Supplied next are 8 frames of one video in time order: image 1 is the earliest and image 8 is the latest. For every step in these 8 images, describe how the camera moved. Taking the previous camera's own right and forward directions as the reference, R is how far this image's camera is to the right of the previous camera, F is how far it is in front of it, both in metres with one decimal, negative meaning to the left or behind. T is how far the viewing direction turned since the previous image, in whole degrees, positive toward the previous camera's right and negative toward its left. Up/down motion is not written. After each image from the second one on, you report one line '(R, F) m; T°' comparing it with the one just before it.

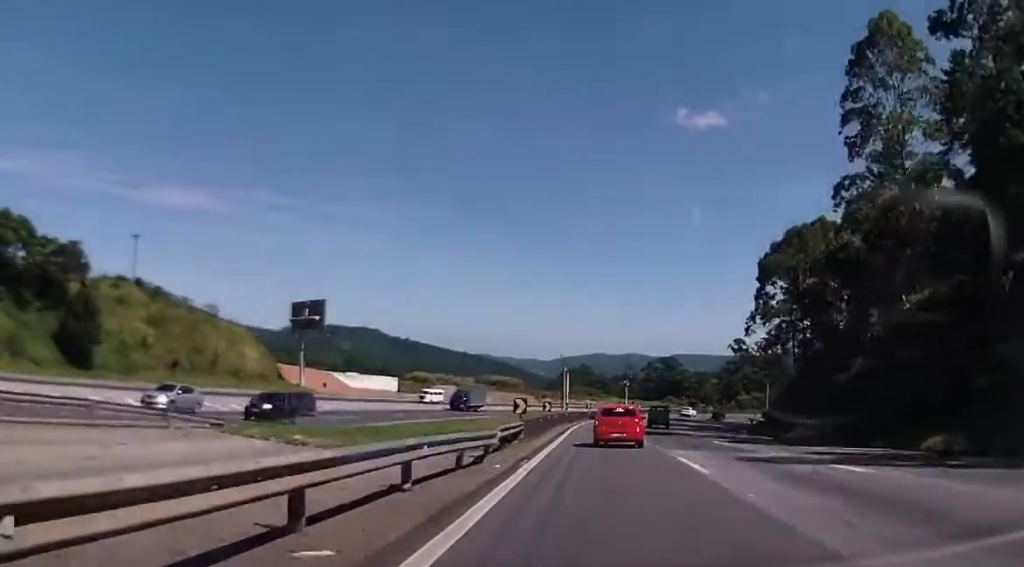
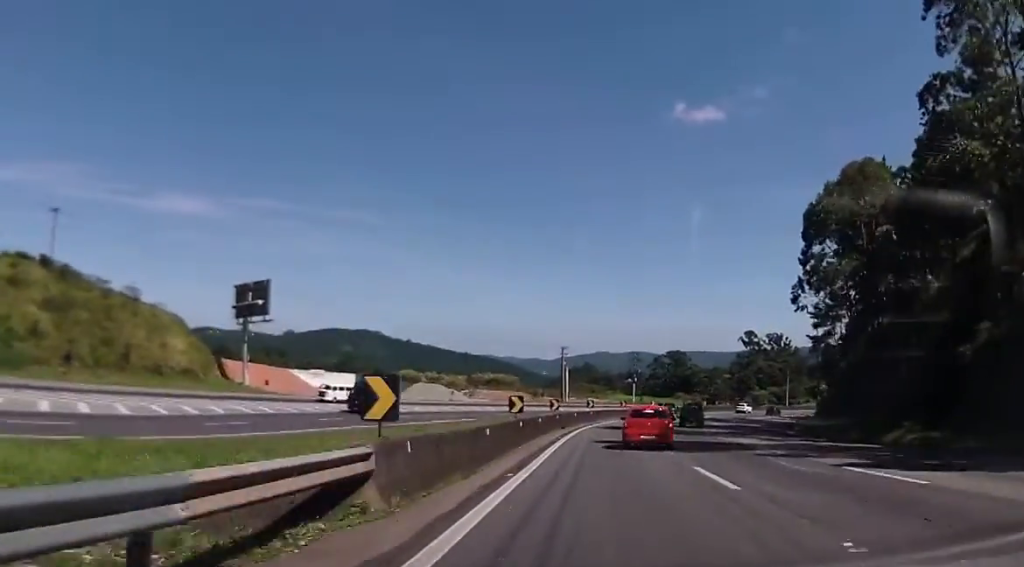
(-0.1, +19.2) m; 0°
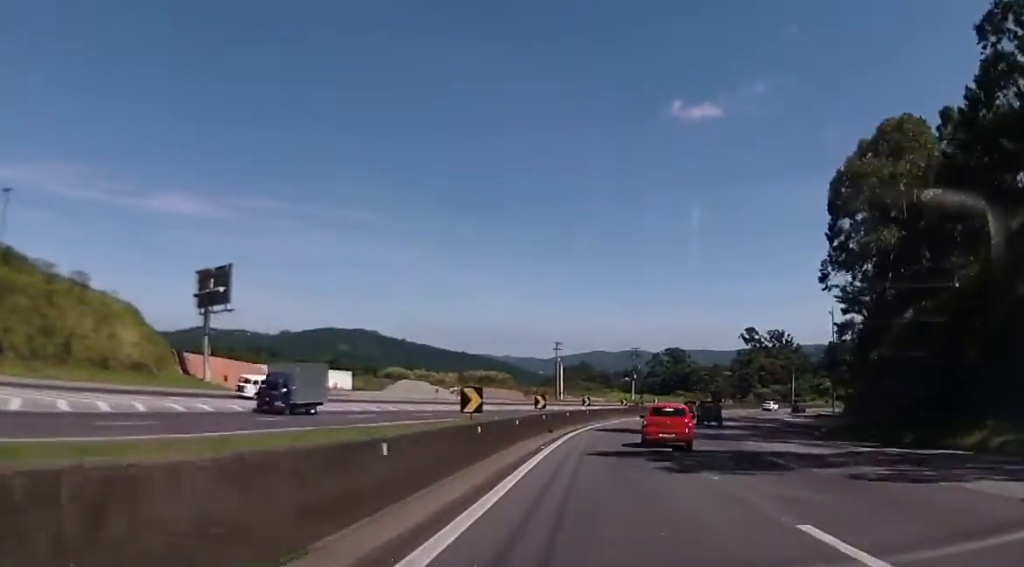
(-0.1, +9.1) m; 0°
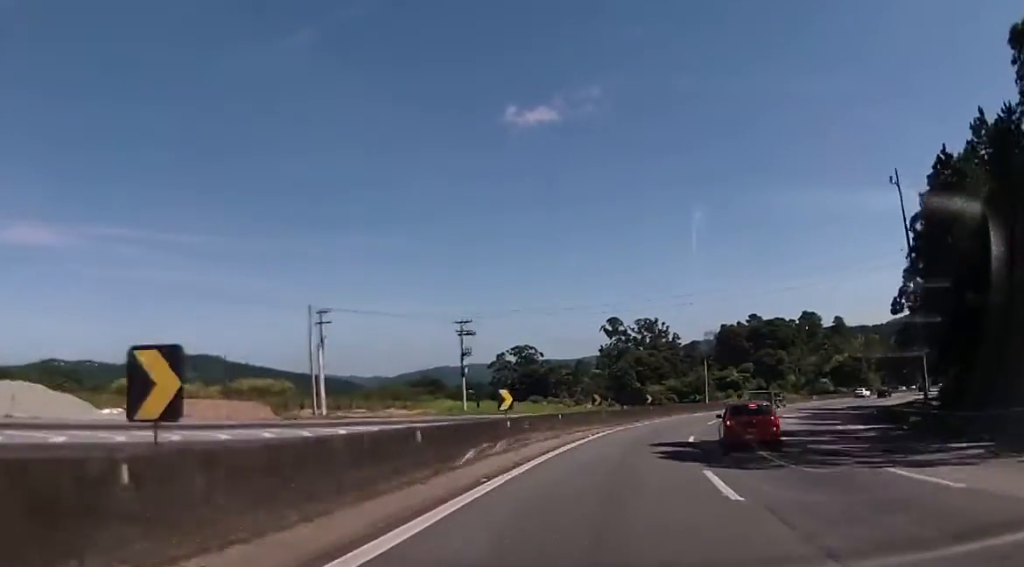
(+3.7, +58.8) m; +9°
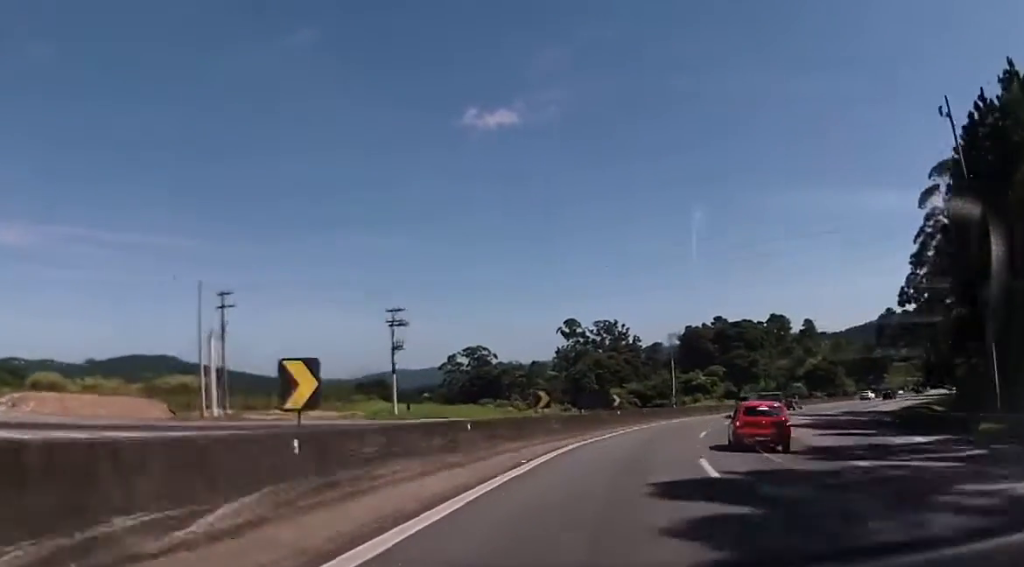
(+0.1, +12.2) m; +3°
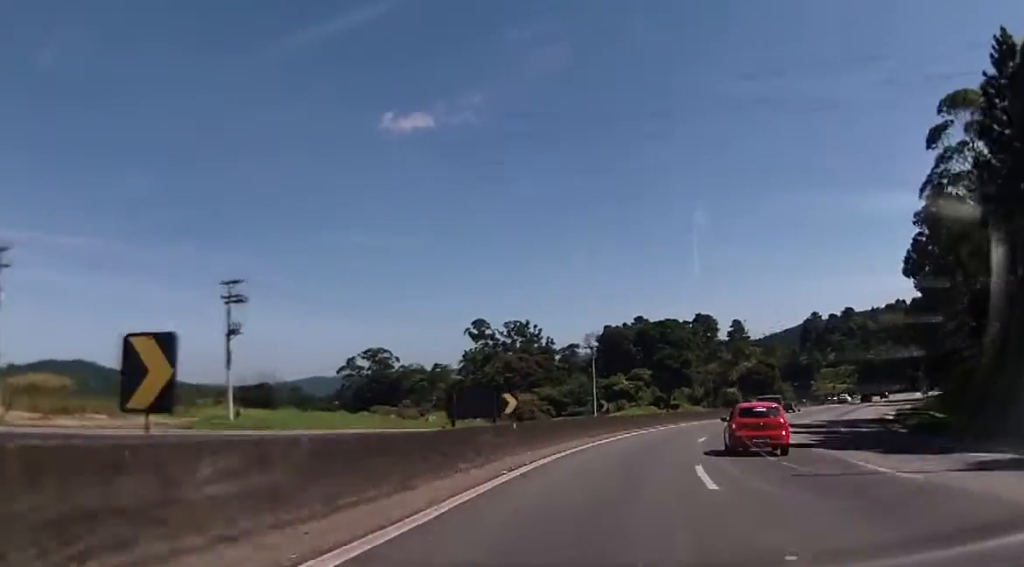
(+0.7, +18.1) m; +5°
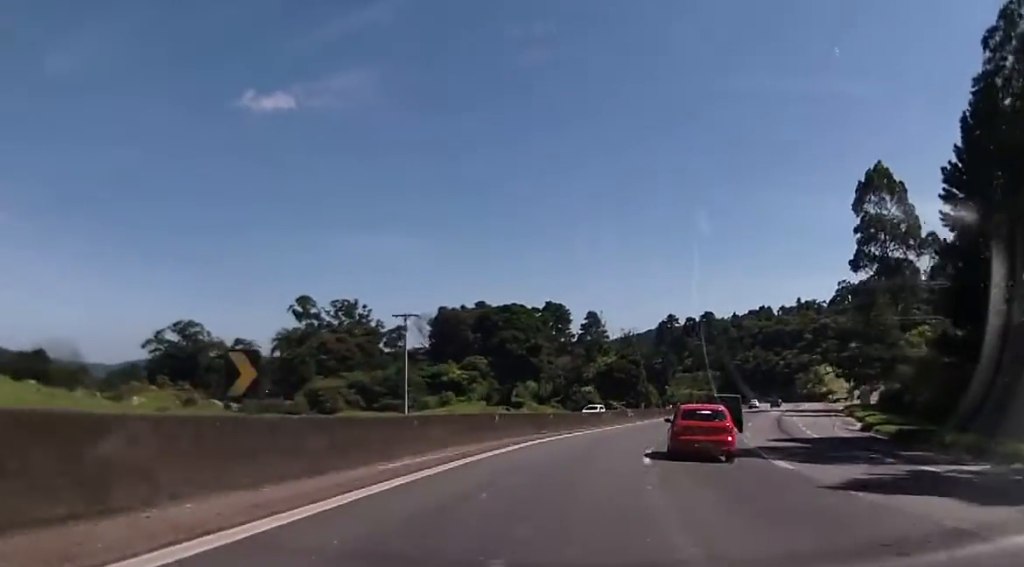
(+2.4, +26.7) m; +12°
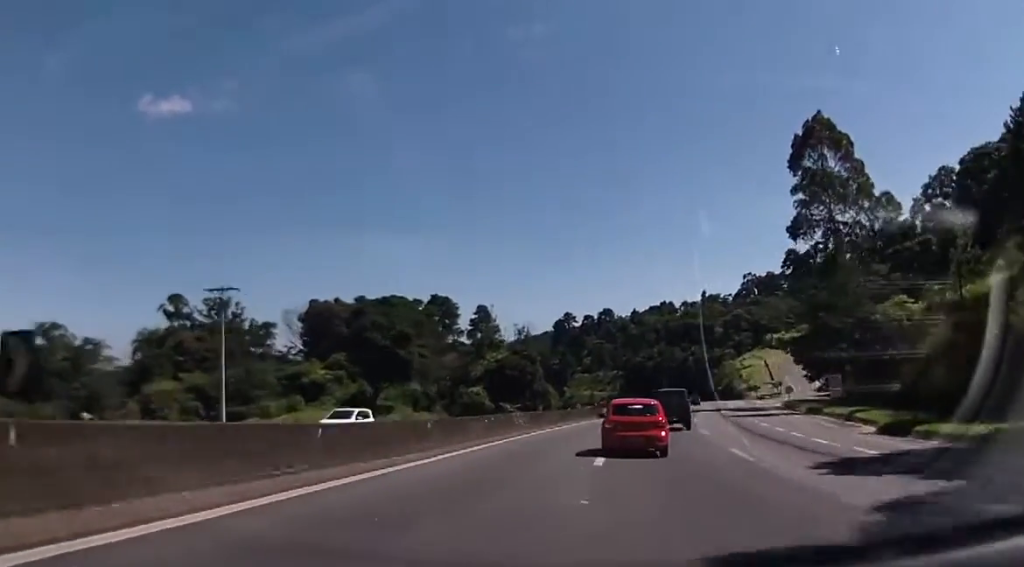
(+1.5, +17.9) m; +8°
